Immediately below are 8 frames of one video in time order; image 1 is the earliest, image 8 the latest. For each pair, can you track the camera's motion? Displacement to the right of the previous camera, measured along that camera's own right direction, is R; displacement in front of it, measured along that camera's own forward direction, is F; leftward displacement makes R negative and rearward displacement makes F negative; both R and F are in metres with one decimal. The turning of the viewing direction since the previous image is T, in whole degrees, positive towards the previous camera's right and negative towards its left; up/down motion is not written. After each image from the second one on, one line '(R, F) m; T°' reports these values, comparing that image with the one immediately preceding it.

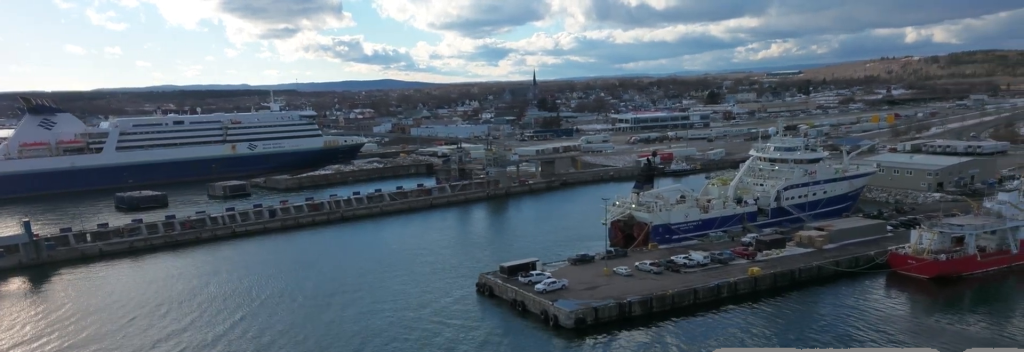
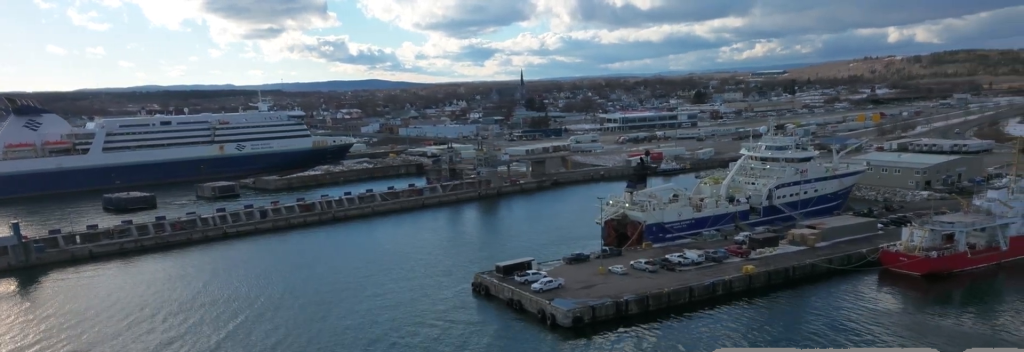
(0.0, +1.9) m; +1°
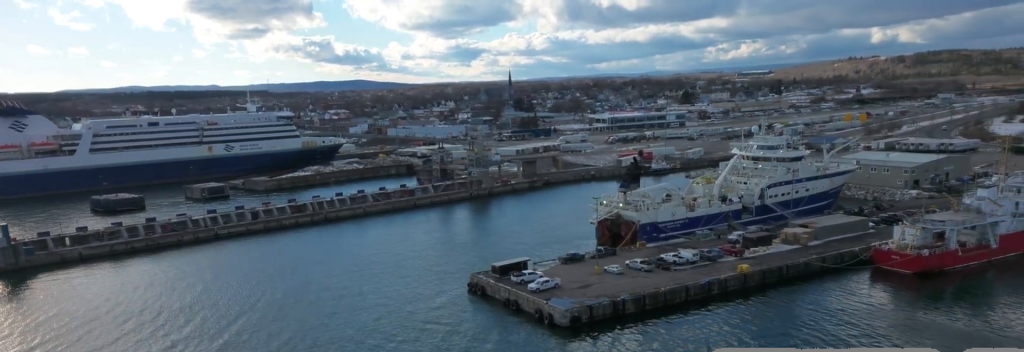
(0.0, +1.9) m; 0°
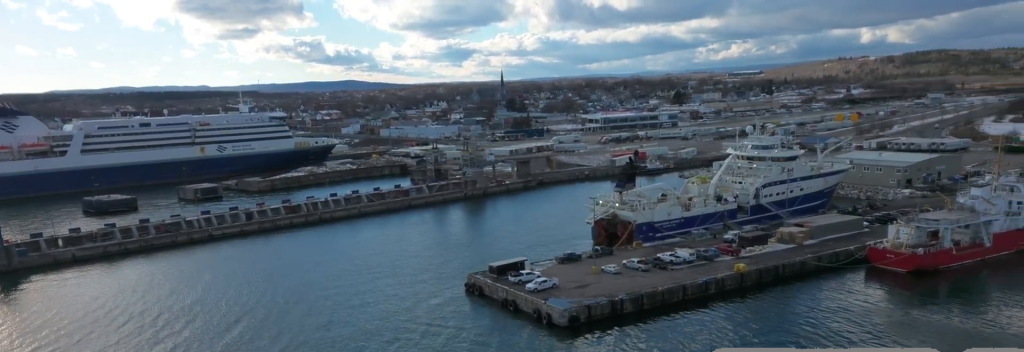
(0.0, +1.2) m; 0°
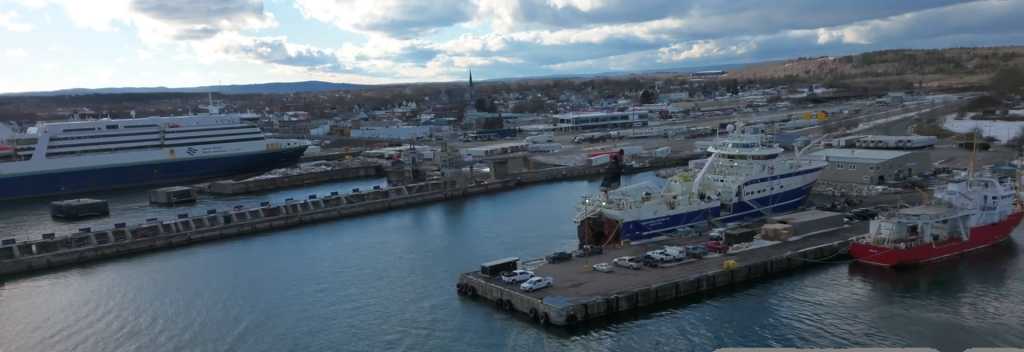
(-0.1, +5.2) m; 0°
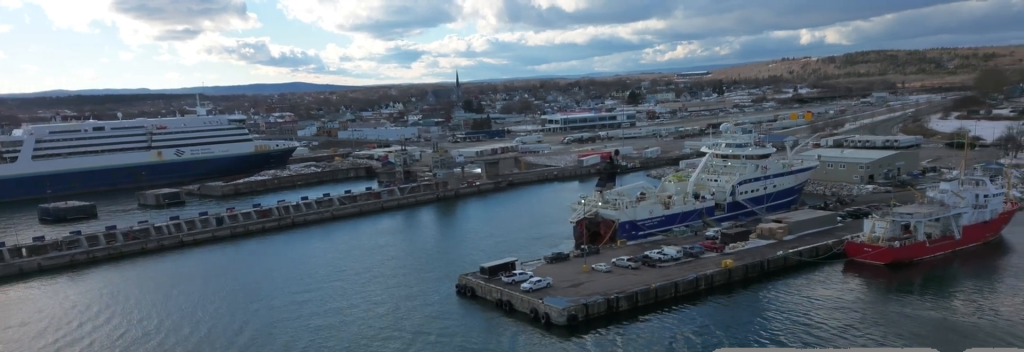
(0.0, +2.4) m; +2°
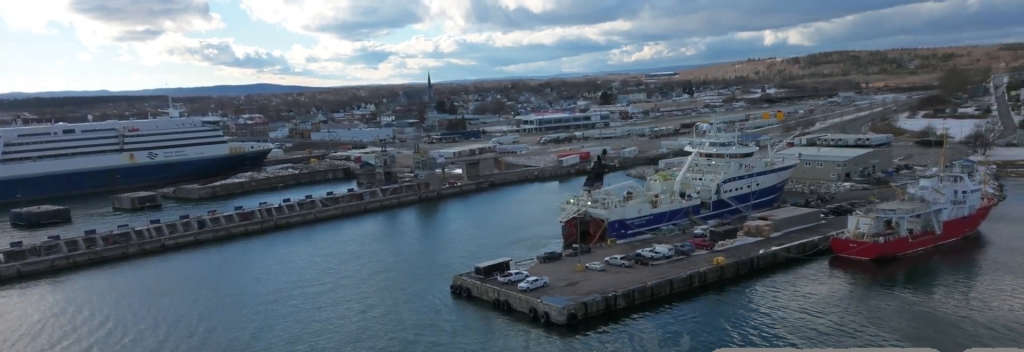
(+0.2, +4.8) m; +4°
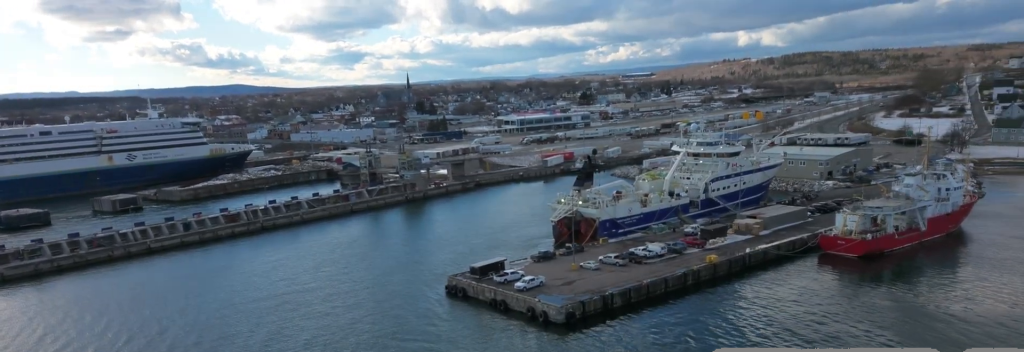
(+0.1, +3.3) m; +2°
